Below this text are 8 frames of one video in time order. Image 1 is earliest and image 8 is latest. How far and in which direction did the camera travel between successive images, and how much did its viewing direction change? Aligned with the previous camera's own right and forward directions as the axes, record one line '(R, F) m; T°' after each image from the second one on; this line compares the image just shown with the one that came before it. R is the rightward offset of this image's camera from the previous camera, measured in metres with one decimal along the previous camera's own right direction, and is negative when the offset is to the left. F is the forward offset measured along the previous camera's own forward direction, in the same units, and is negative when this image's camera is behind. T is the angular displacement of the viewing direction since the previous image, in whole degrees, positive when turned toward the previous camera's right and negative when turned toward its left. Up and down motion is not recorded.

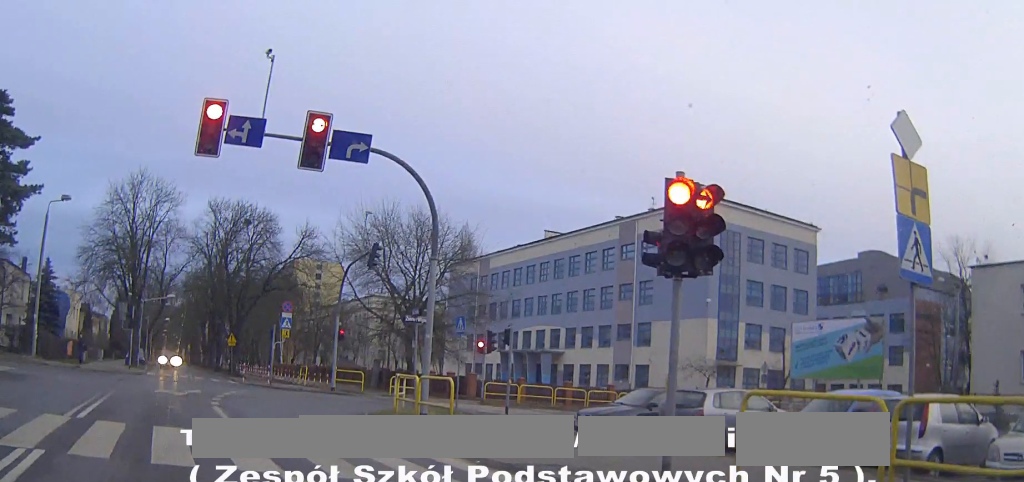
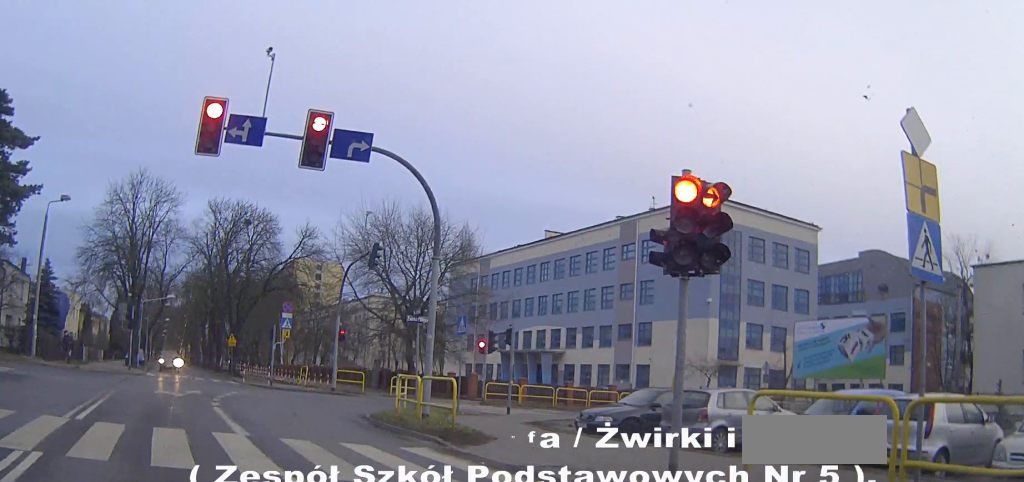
(0.0, 0.0) m; 0°
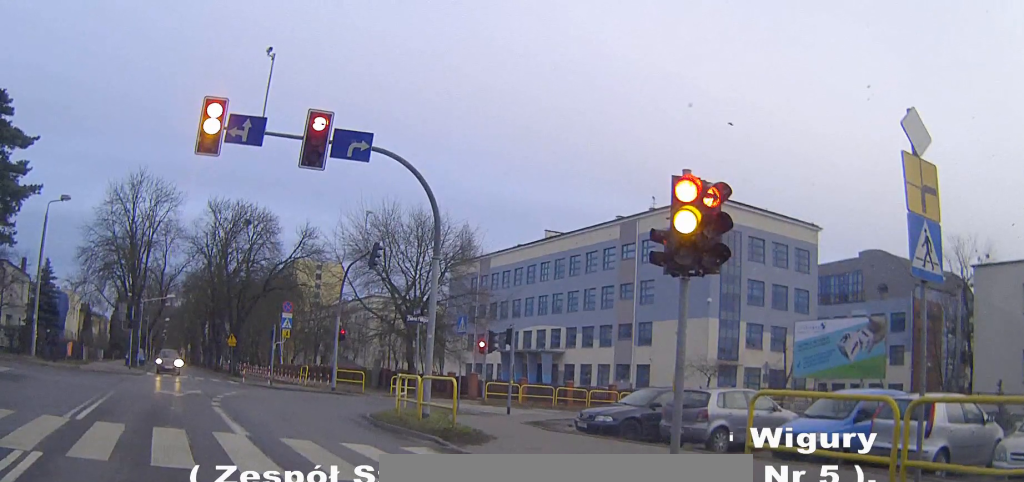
(0.0, 0.0) m; 0°
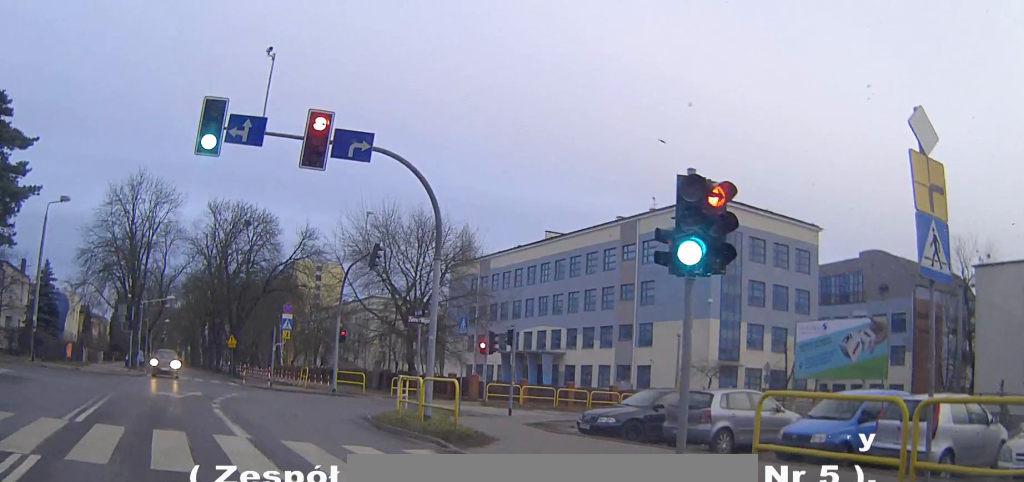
(0.0, 0.0) m; 0°
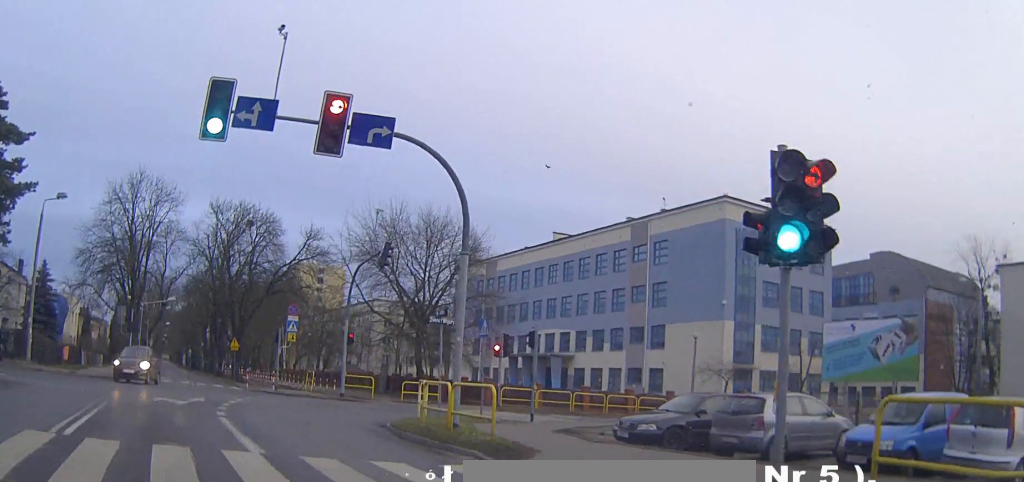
(0.0, 0.0) m; 0°
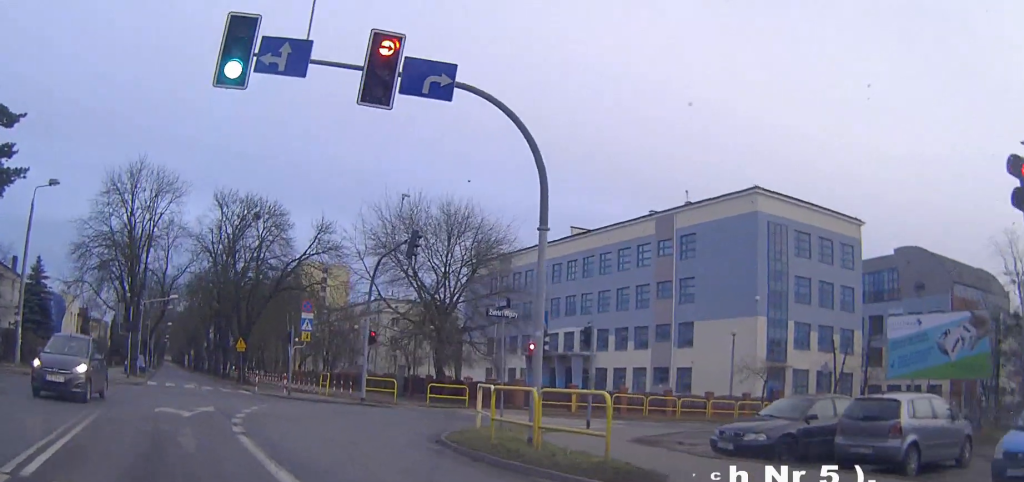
(+0.2, +1.7) m; +6°
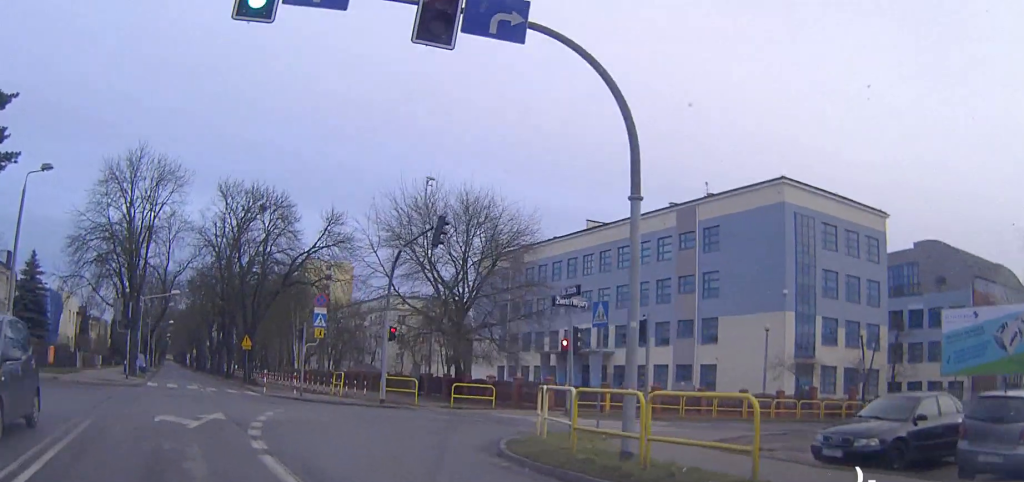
(0.0, +2.4) m; 0°
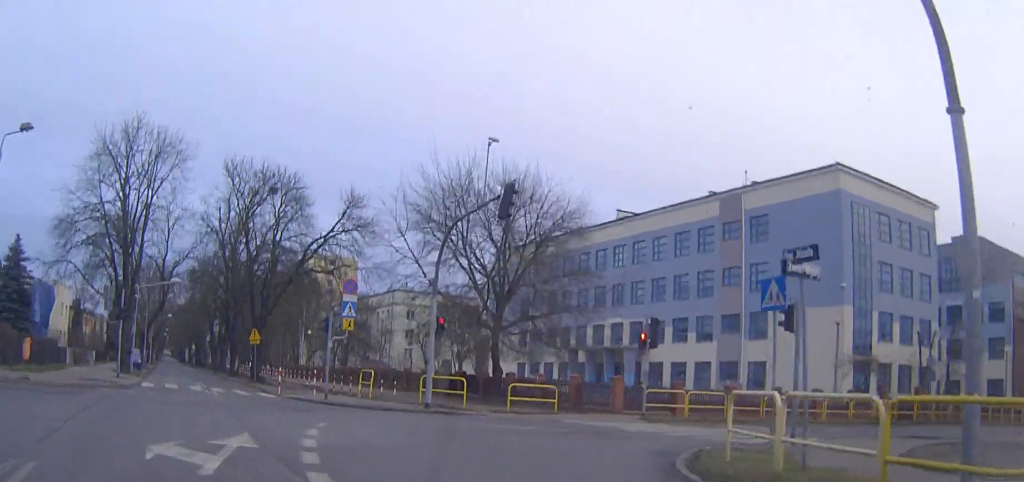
(0.0, +5.5) m; -1°
